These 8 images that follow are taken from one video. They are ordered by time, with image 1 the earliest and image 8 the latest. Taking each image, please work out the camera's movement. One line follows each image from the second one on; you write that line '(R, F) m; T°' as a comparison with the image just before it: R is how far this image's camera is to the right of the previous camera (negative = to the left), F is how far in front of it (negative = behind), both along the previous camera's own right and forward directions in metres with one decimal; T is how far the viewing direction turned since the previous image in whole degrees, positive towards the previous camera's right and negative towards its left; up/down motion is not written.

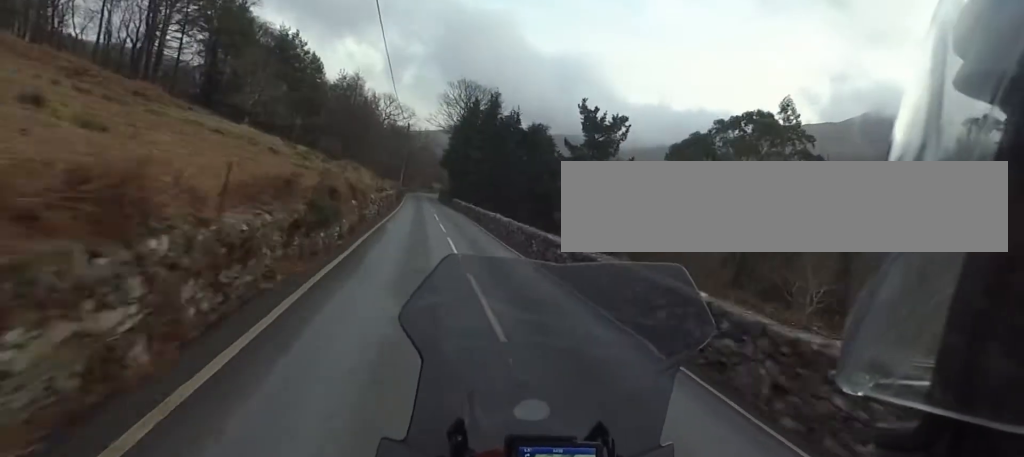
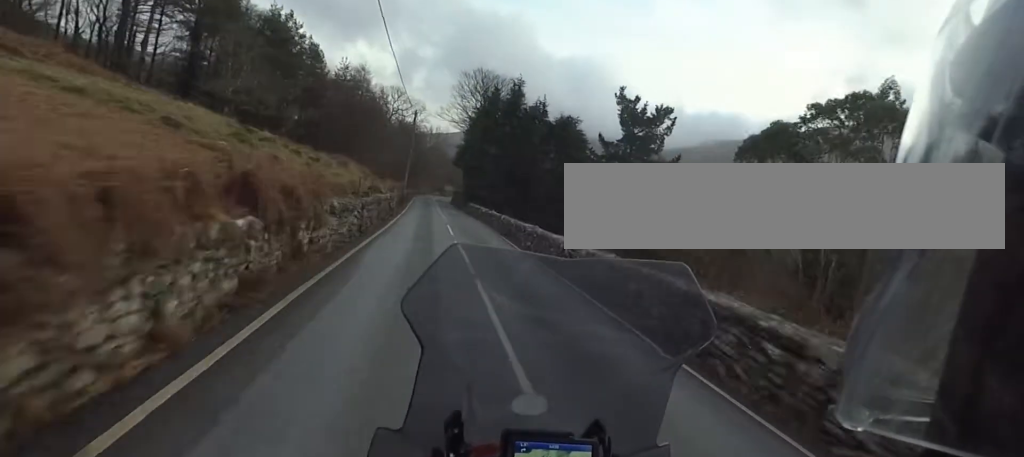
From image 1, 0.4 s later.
(0.0, +10.9) m; 0°
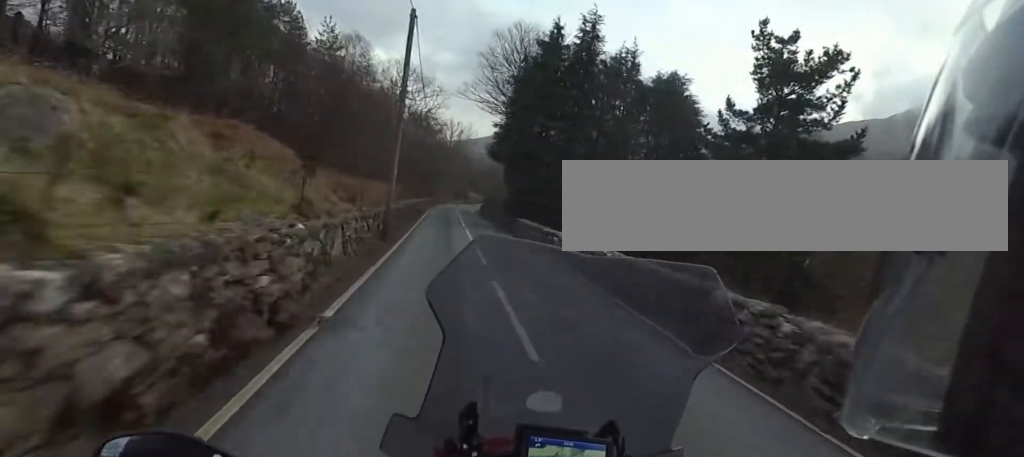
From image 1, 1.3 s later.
(-0.1, +25.3) m; 0°
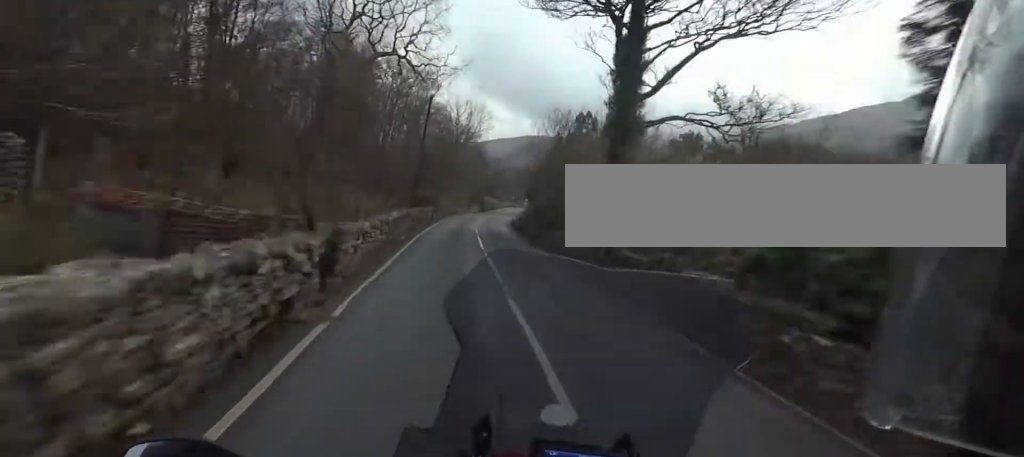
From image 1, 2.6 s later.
(0.0, +36.4) m; 0°
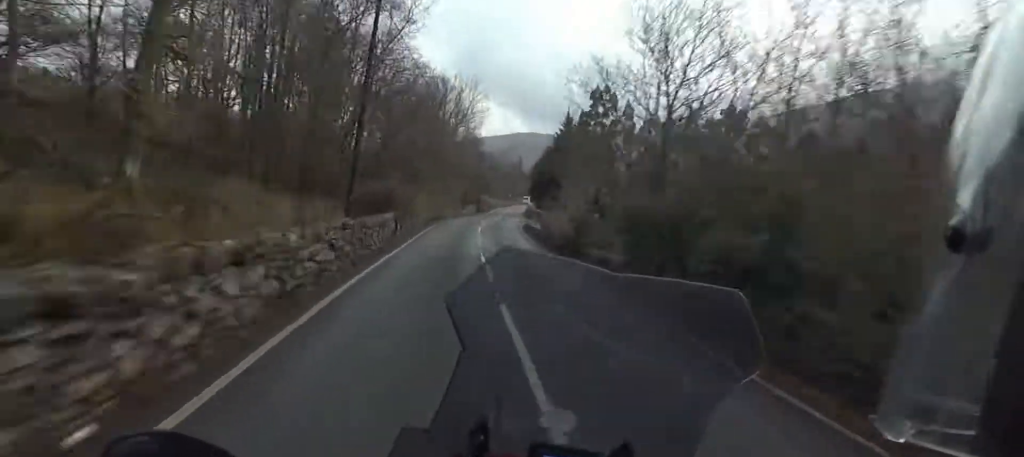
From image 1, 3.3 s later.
(0.0, +18.9) m; +1°
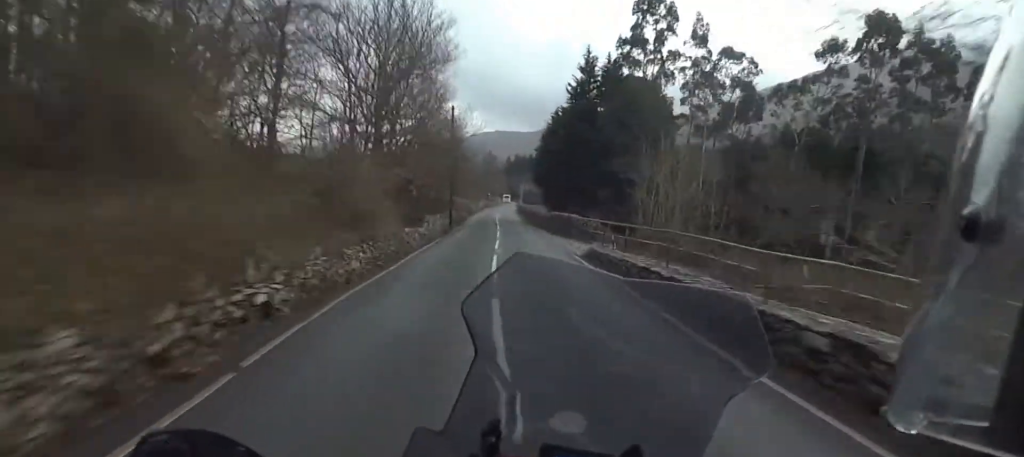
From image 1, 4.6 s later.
(+1.0, +35.2) m; +5°
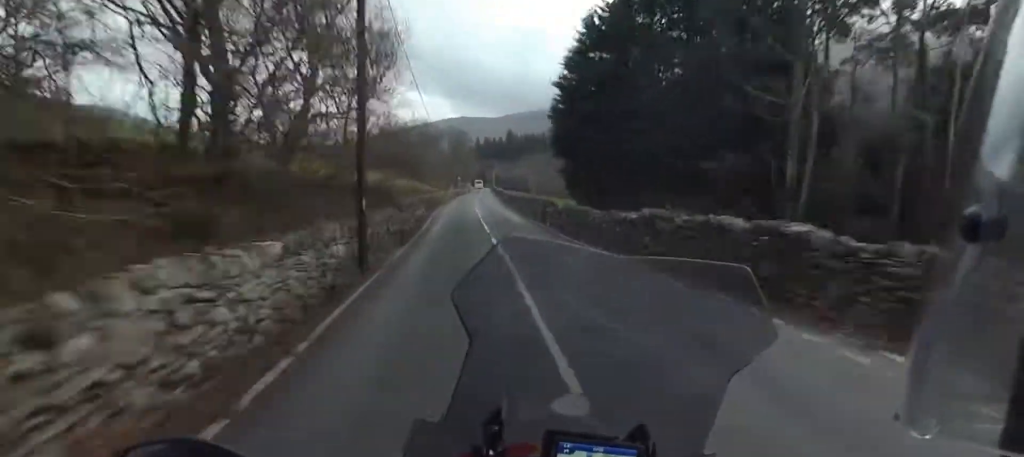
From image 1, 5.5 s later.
(+1.1, +26.5) m; +1°
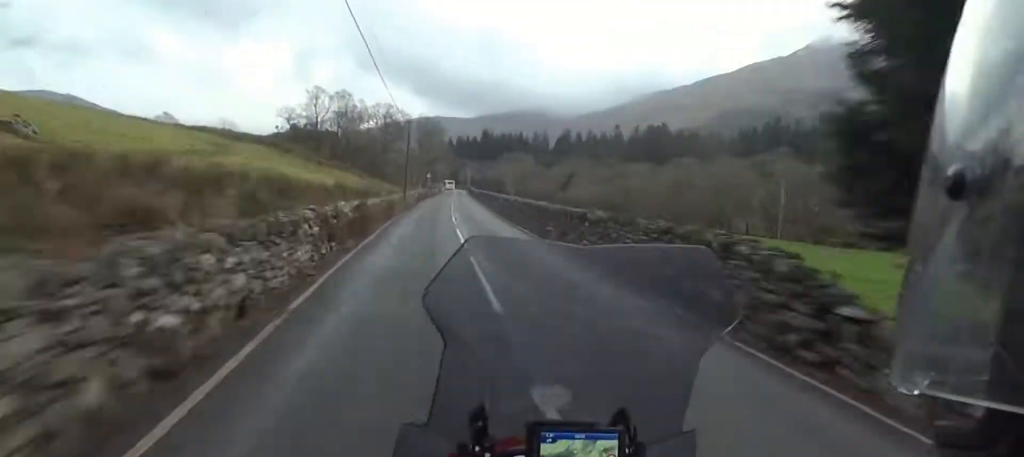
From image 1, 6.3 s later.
(-0.1, +23.7) m; -1°
